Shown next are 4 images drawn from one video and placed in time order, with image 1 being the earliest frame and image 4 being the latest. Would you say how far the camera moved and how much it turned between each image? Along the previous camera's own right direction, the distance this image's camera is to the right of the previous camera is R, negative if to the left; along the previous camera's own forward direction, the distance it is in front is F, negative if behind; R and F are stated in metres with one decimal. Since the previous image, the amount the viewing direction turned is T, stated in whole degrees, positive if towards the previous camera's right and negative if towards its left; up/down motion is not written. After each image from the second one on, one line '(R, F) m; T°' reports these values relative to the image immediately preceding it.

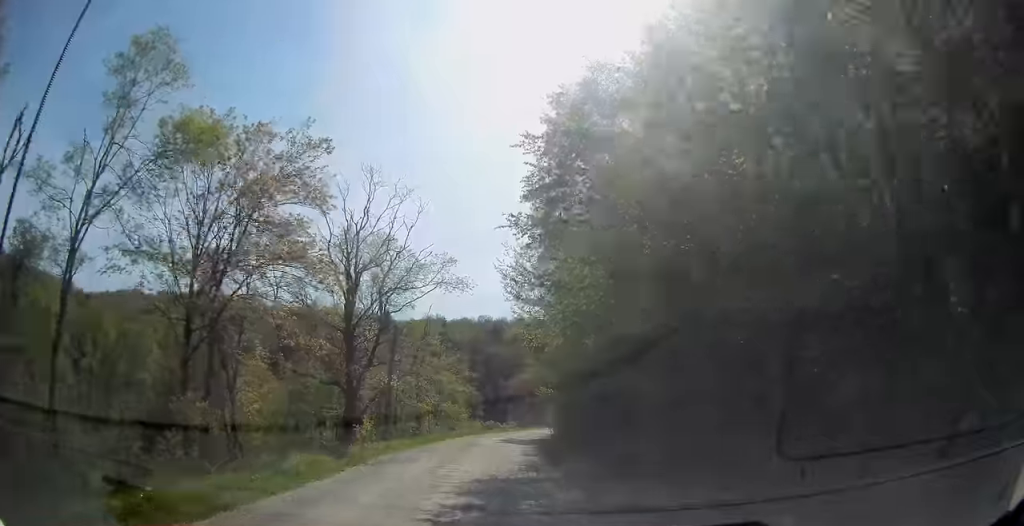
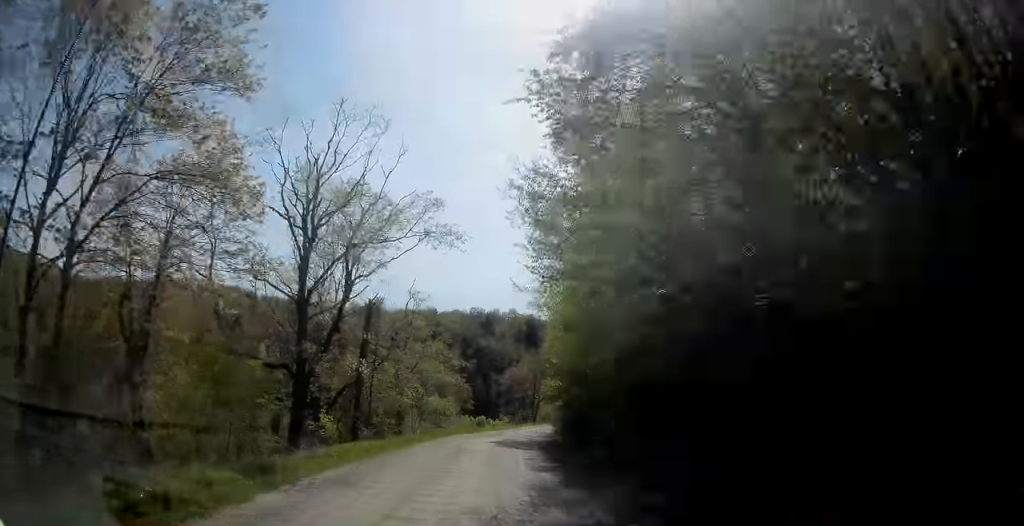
(+0.1, +6.5) m; +1°
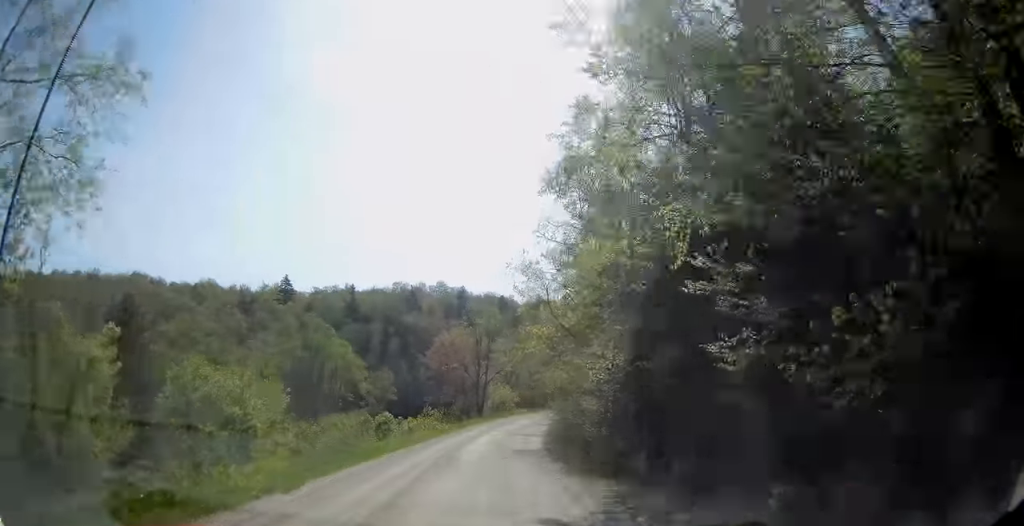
(+2.4, +37.5) m; +9°
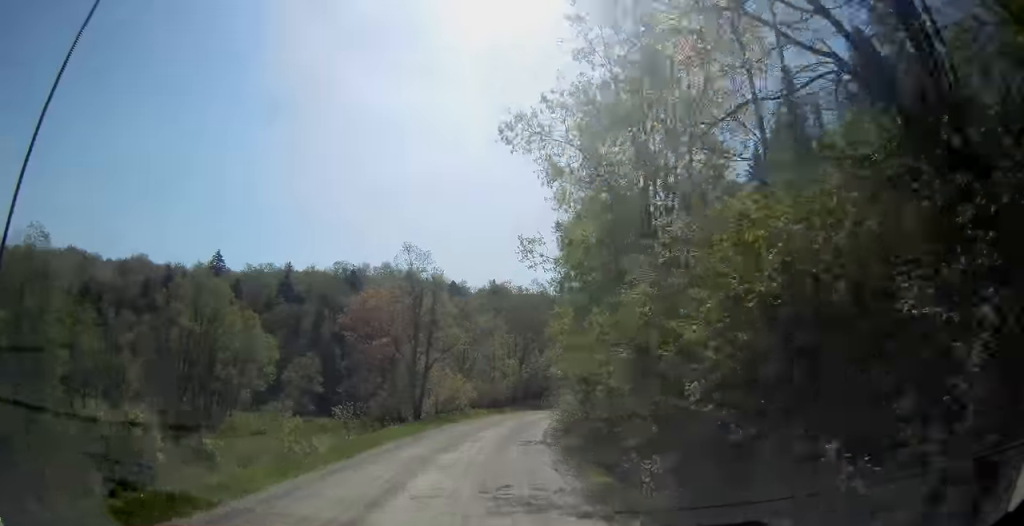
(+0.6, +24.1) m; +2°
